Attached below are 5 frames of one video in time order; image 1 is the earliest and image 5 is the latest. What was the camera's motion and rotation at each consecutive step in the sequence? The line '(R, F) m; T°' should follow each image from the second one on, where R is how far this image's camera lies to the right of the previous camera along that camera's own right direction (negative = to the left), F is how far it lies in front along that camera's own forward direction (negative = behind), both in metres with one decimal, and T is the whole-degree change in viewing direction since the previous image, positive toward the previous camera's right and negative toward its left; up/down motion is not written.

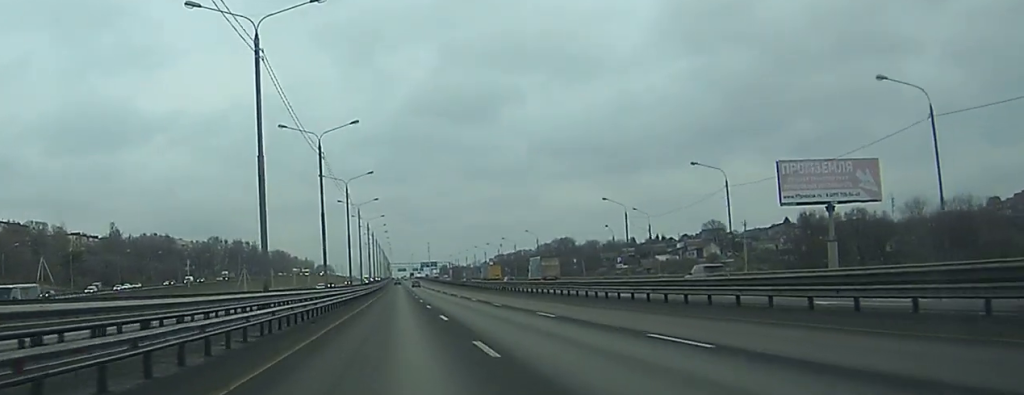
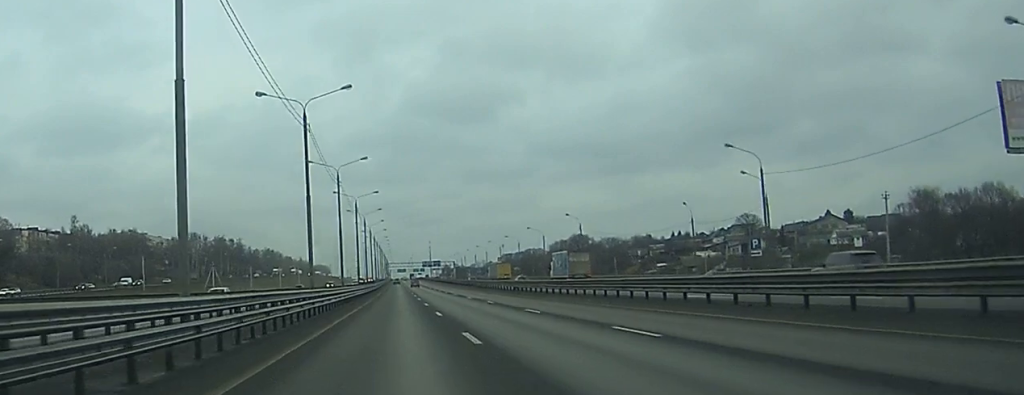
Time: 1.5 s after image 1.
(0.0, +47.2) m; 0°
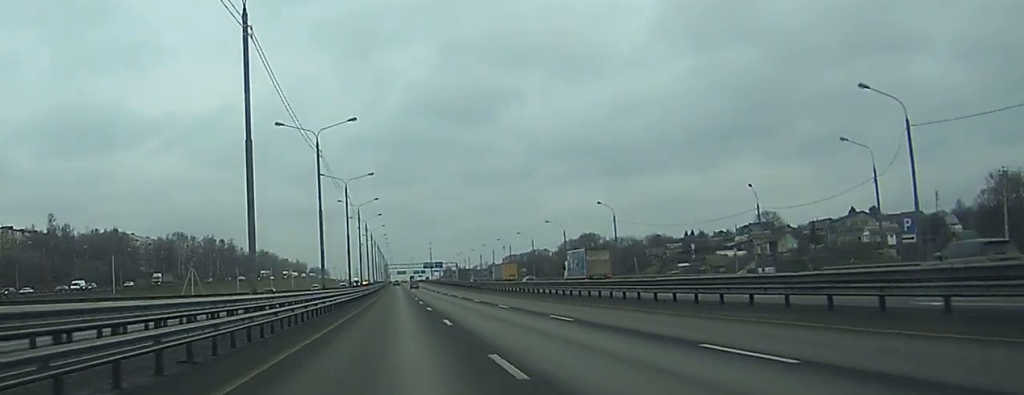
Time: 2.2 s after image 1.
(0.0, +22.8) m; 0°
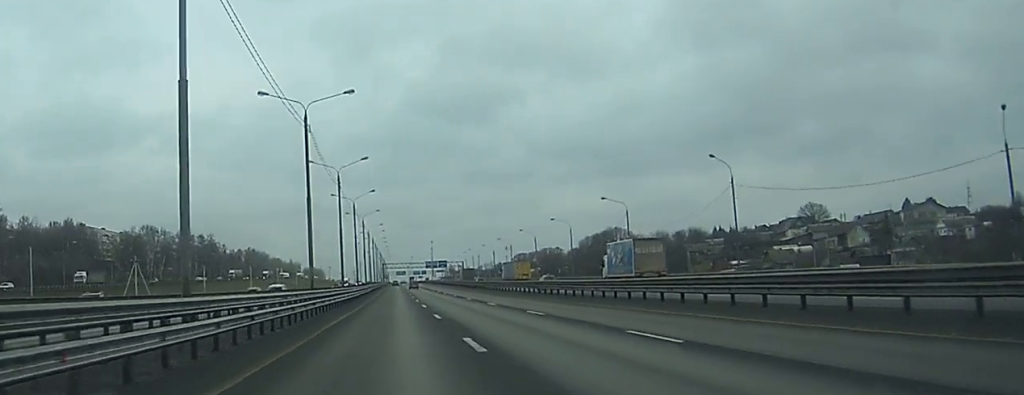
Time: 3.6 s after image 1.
(0.0, +43.0) m; 0°
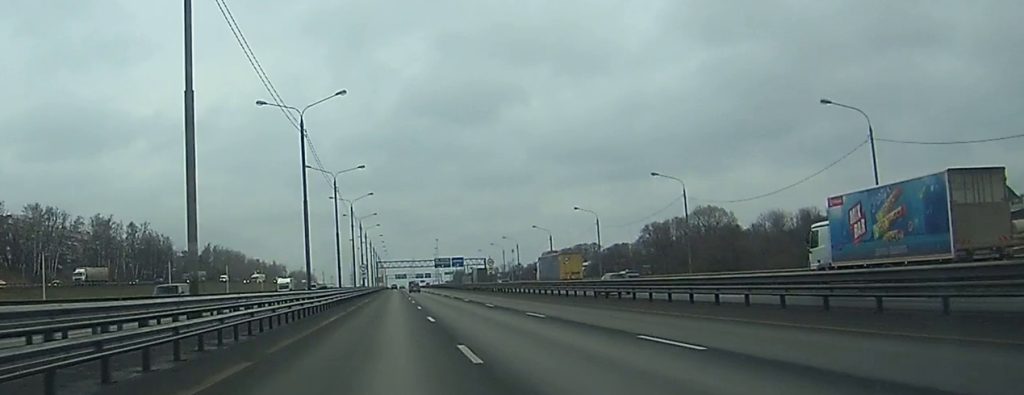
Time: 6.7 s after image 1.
(-0.1, +97.4) m; 0°
